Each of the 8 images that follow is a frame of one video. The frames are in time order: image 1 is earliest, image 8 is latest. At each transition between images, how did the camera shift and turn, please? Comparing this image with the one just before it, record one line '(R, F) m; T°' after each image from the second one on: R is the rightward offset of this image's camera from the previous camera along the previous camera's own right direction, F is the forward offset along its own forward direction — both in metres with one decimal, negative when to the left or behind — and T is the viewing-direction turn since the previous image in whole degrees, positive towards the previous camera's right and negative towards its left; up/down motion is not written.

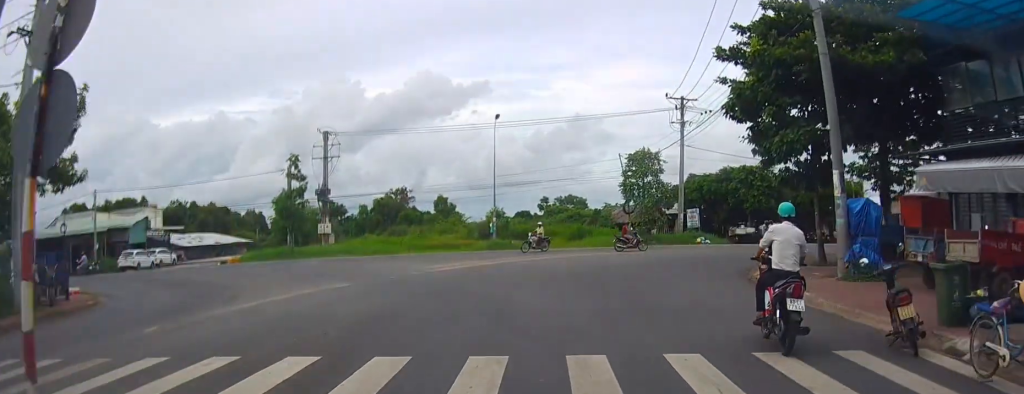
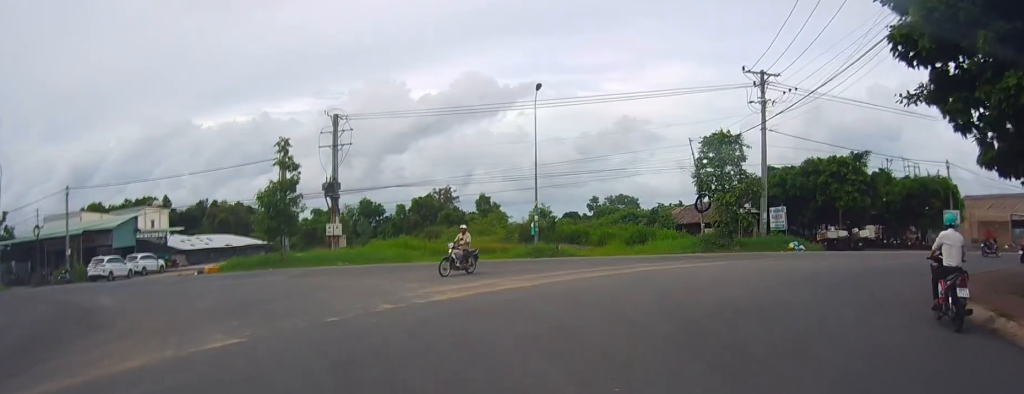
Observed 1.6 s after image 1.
(+0.6, +10.9) m; +4°
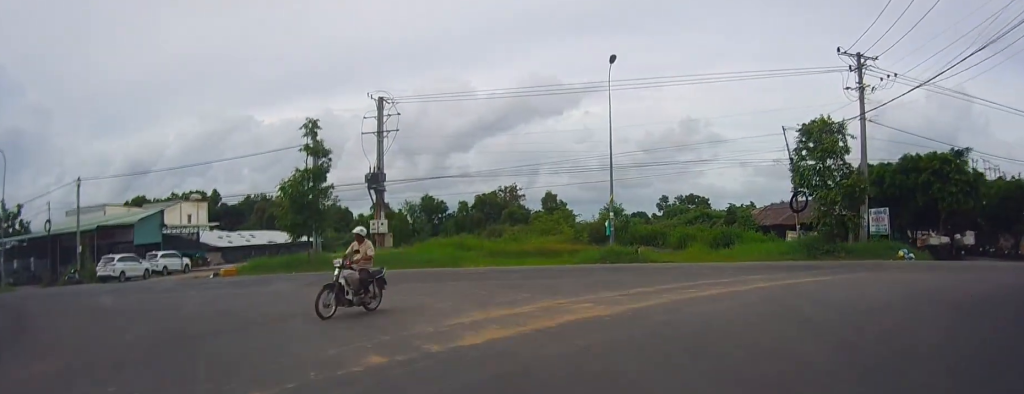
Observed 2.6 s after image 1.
(-0.4, +7.0) m; -6°
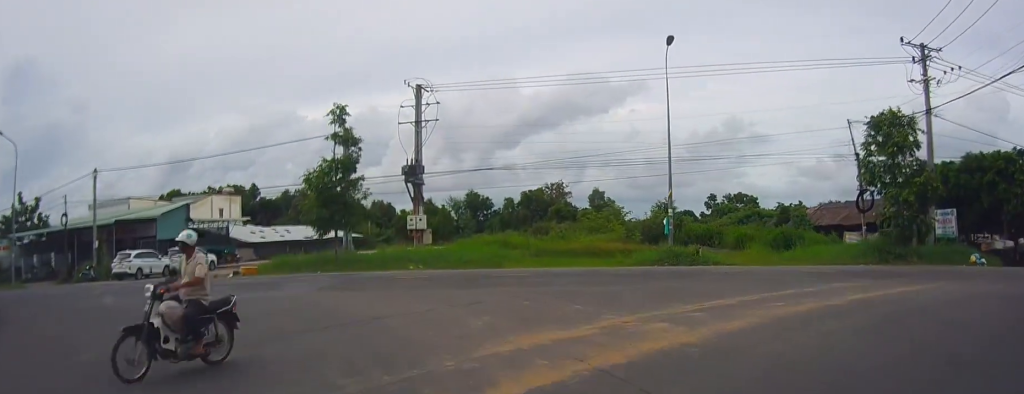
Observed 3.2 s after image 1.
(+0.2, +3.4) m; -7°
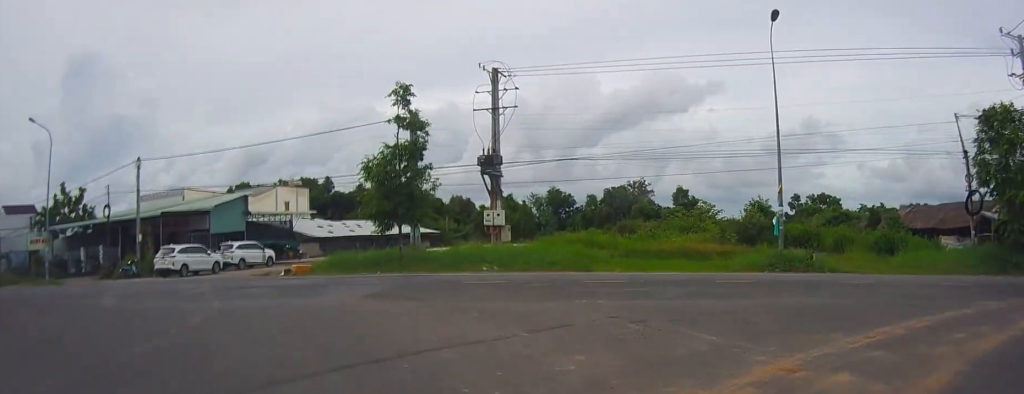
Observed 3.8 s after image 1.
(-0.5, +4.0) m; -6°
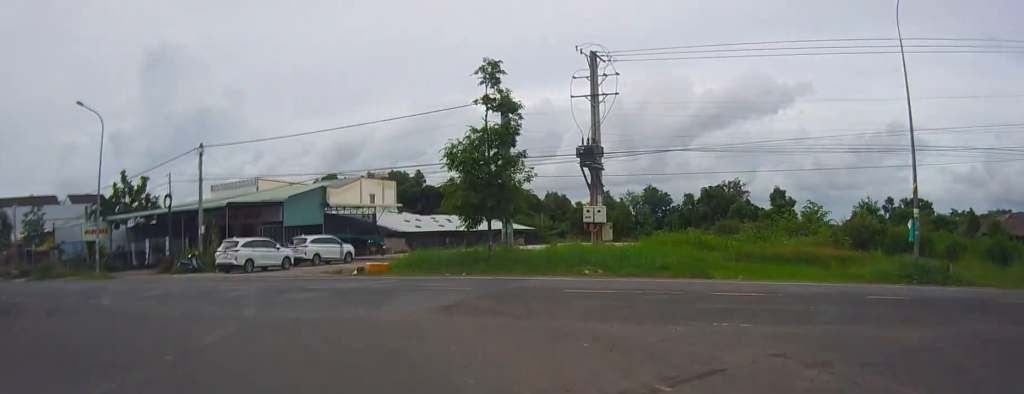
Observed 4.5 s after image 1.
(-0.6, +3.7) m; -3°
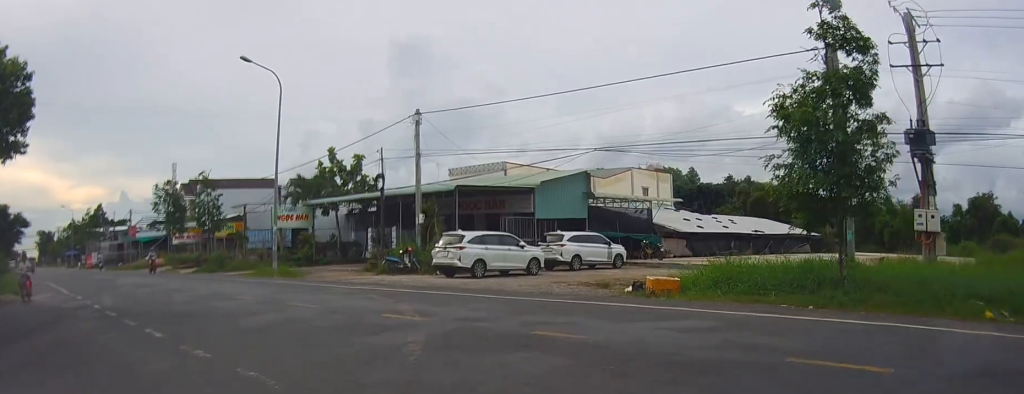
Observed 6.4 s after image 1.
(+0.1, +9.0) m; -21°
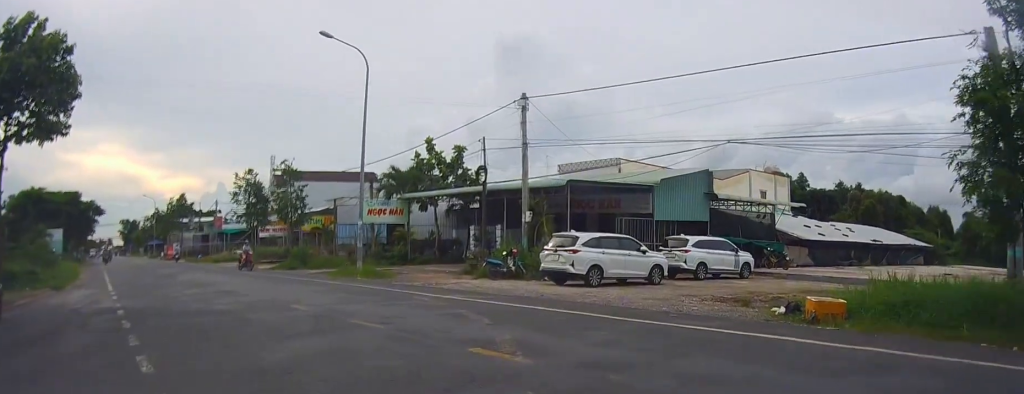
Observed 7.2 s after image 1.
(-0.9, +3.7) m; -5°
